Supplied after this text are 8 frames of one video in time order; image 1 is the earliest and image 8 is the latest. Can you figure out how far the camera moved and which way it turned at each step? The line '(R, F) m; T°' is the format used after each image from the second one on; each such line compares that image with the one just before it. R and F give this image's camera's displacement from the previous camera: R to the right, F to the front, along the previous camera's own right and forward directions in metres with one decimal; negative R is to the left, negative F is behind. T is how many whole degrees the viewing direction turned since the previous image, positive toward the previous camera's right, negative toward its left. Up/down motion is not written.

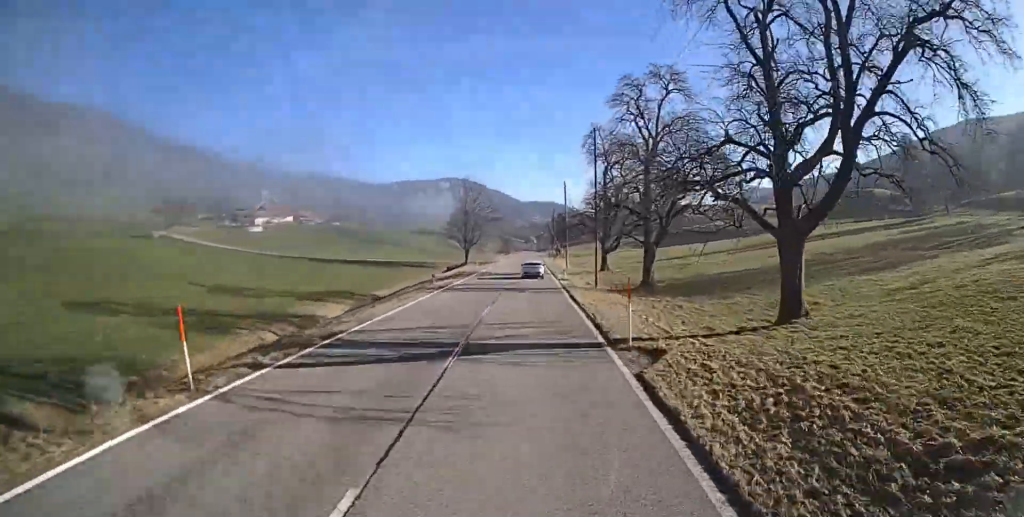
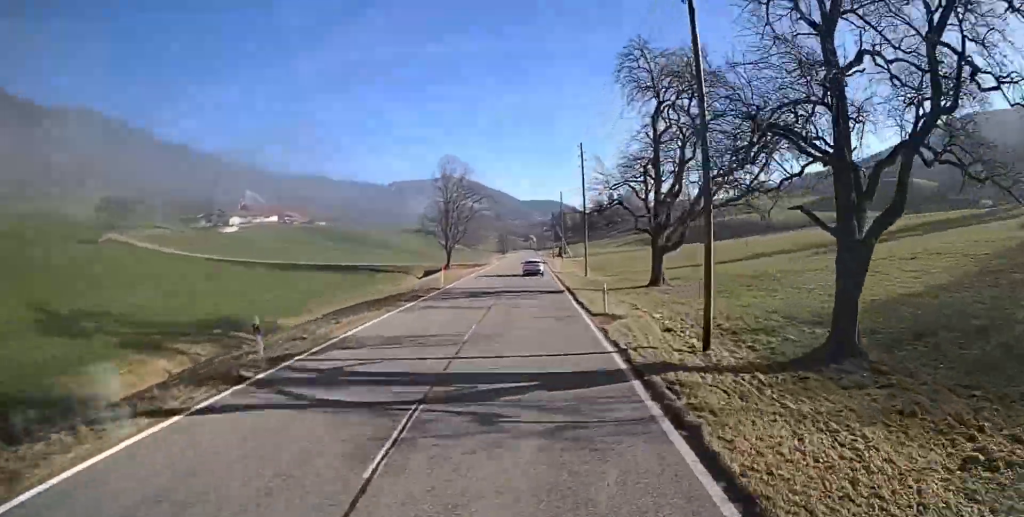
(0.0, +23.5) m; 0°
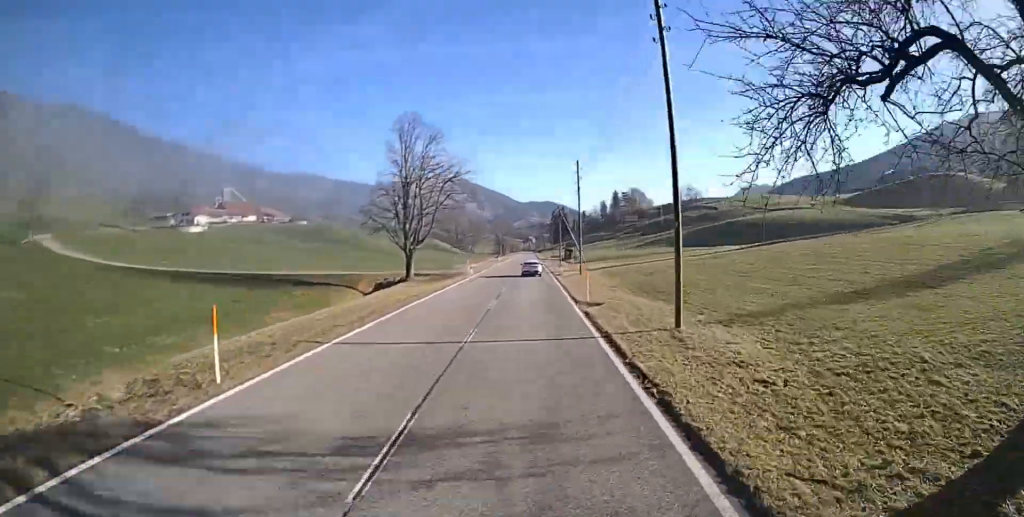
(0.0, +27.4) m; 0°
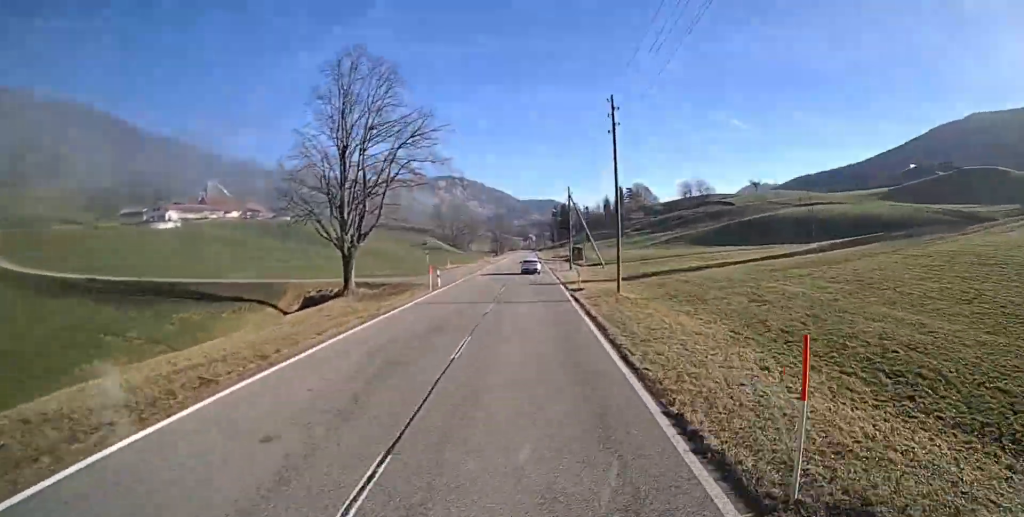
(0.0, +19.9) m; 0°
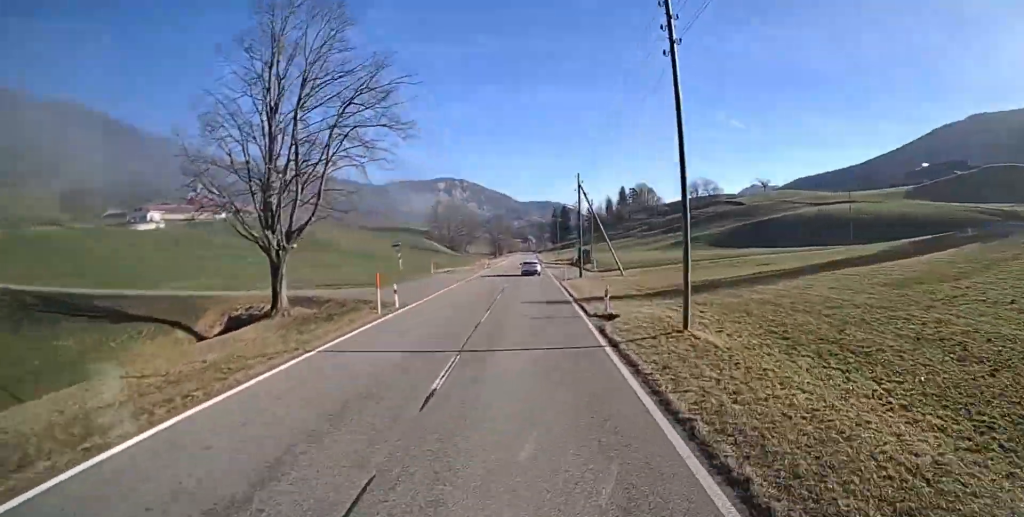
(0.0, +11.5) m; 0°
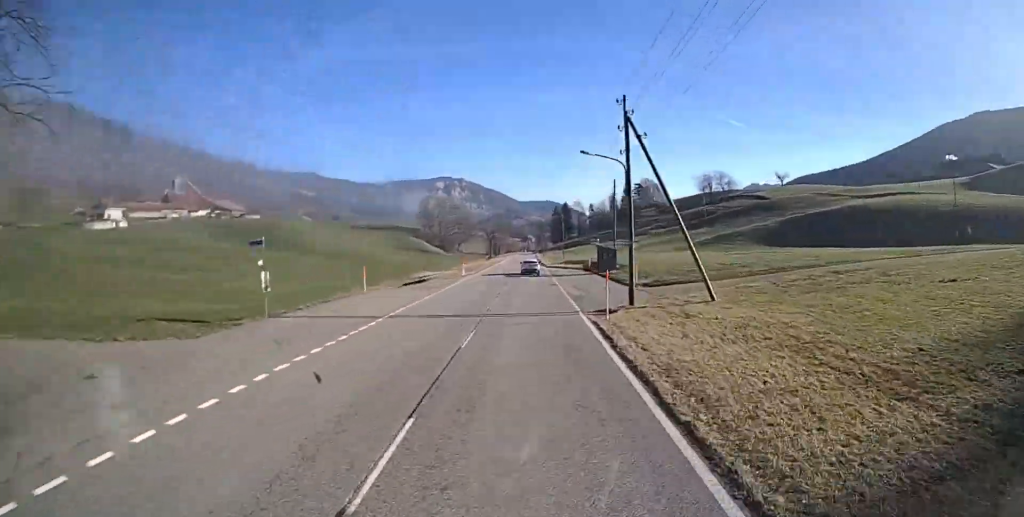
(0.0, +23.0) m; 0°
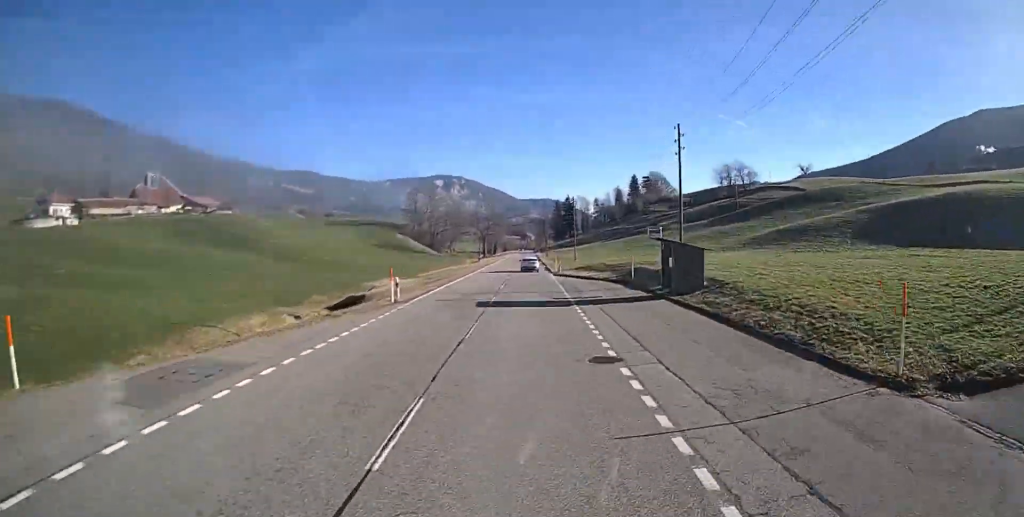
(0.0, +26.1) m; 0°
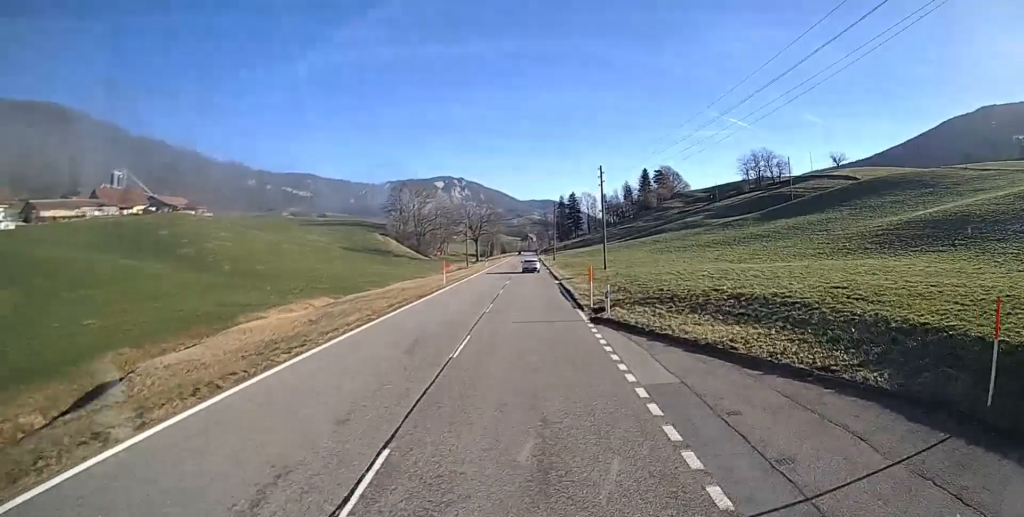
(0.0, +28.9) m; 0°
